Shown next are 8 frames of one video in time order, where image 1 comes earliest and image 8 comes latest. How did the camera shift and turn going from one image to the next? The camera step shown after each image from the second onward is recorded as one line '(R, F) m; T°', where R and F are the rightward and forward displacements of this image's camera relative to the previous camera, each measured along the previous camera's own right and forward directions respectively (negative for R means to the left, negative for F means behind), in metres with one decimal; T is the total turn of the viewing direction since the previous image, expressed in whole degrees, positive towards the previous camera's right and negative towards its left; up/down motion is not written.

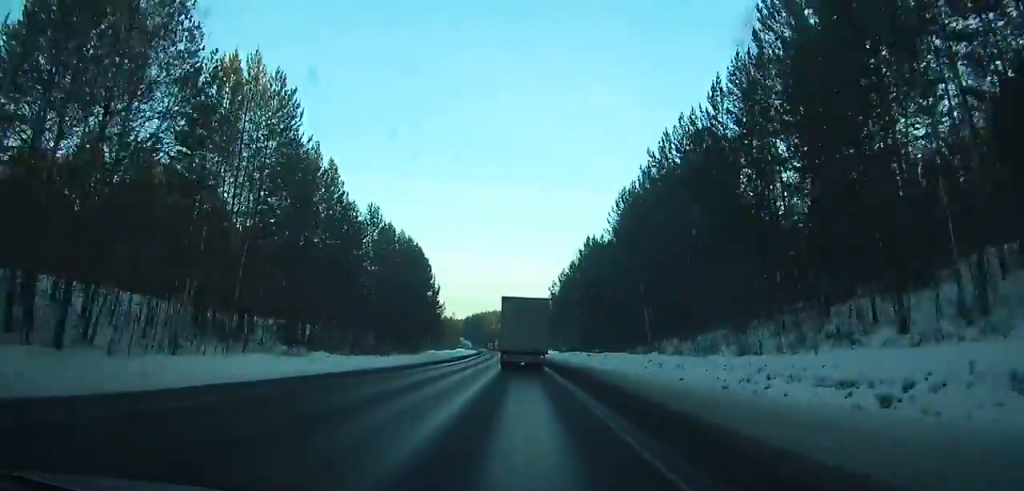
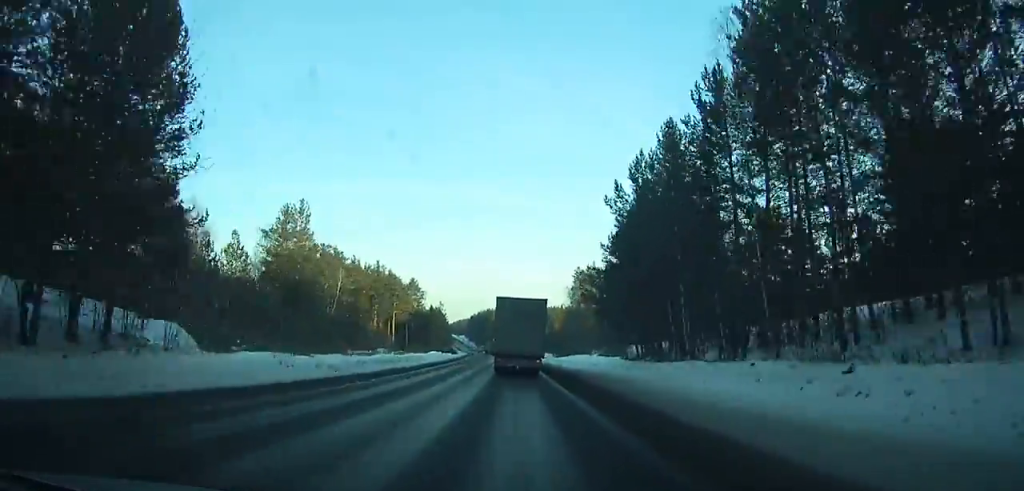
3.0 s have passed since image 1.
(-0.9, +69.6) m; -2°
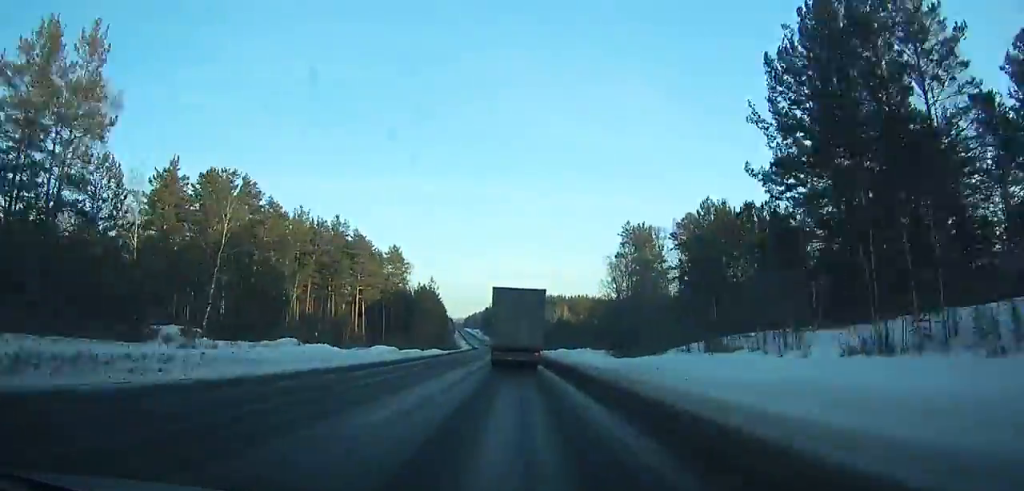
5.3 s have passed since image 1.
(-0.6, +53.2) m; -2°
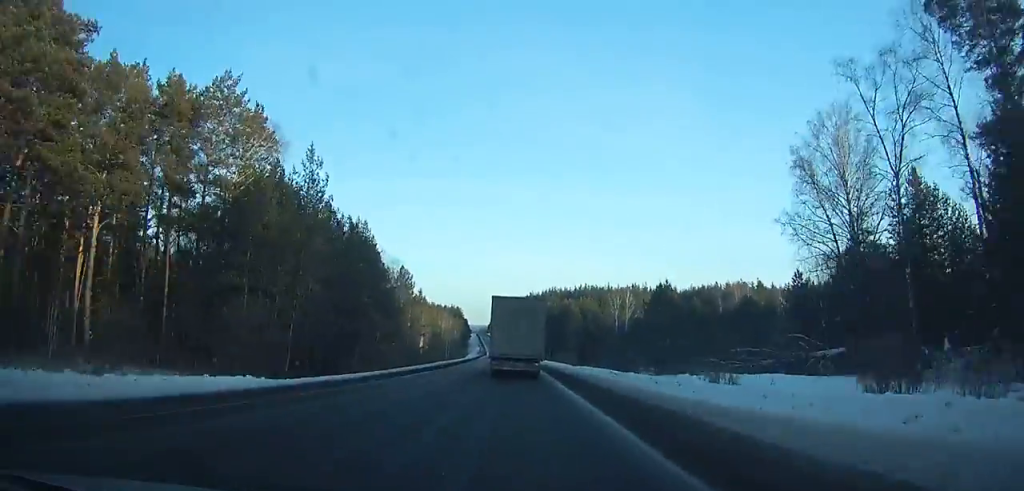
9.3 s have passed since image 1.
(-2.2, +91.7) m; -2°
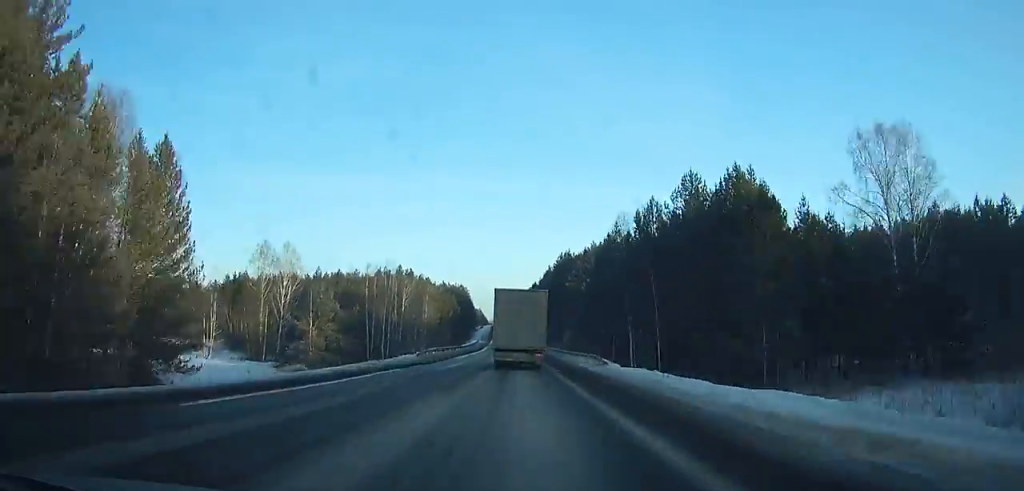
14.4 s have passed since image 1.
(-2.0, +116.8) m; -1°
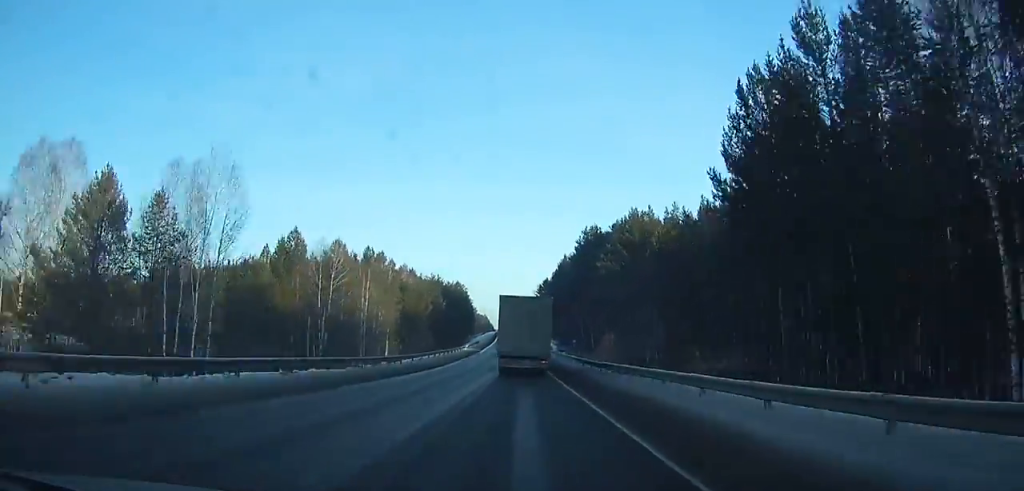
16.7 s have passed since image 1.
(-0.5, +52.7) m; +1°
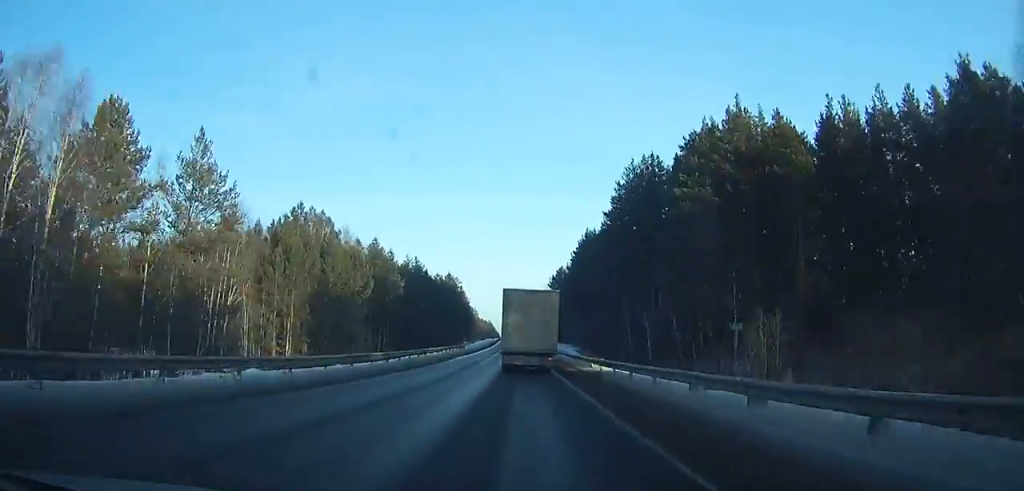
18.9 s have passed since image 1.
(+1.4, +50.3) m; -2°
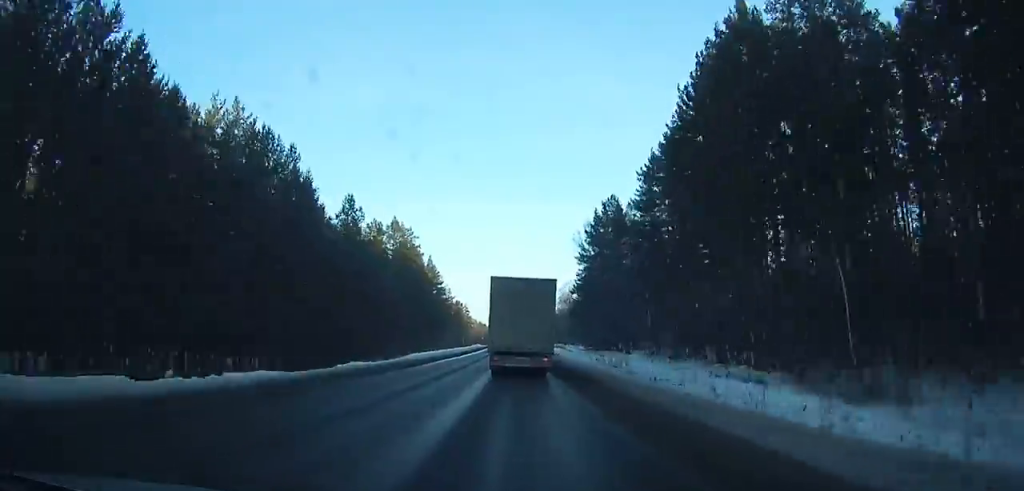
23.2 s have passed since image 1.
(-5.6, +96.4) m; -3°
